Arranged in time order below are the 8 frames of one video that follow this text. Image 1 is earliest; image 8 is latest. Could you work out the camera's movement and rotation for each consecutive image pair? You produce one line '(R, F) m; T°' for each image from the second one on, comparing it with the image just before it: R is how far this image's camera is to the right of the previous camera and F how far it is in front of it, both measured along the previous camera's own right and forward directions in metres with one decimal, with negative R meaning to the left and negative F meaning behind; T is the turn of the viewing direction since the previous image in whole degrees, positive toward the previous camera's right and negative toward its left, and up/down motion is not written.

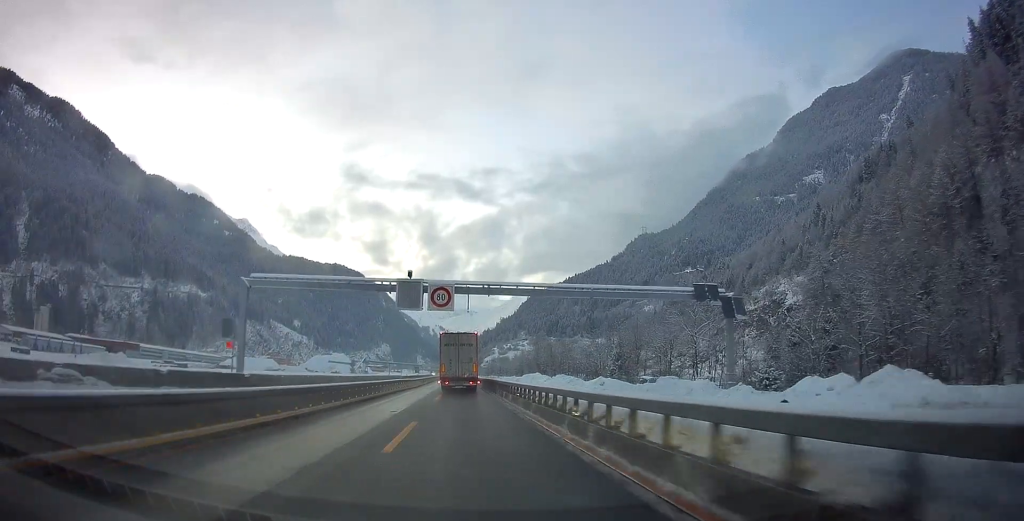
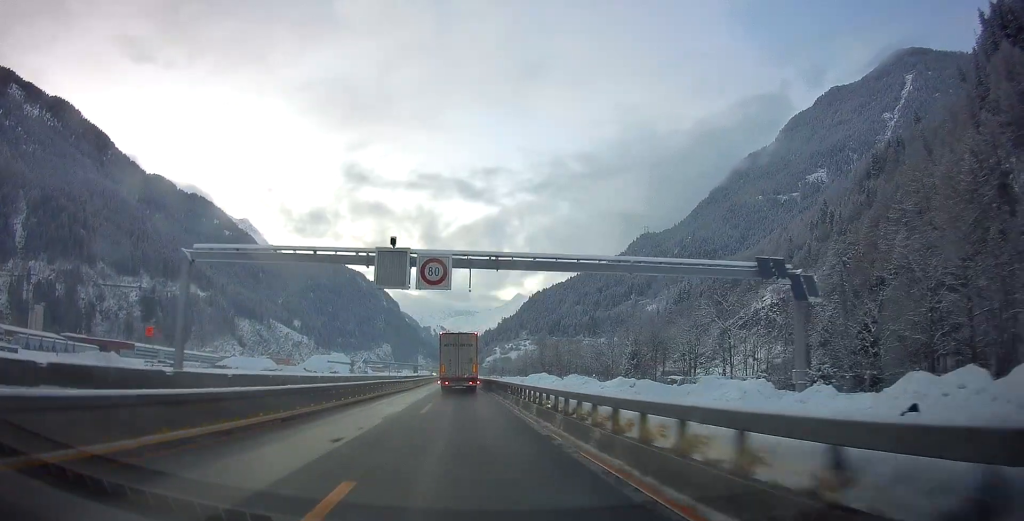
(-0.1, +8.4) m; 0°
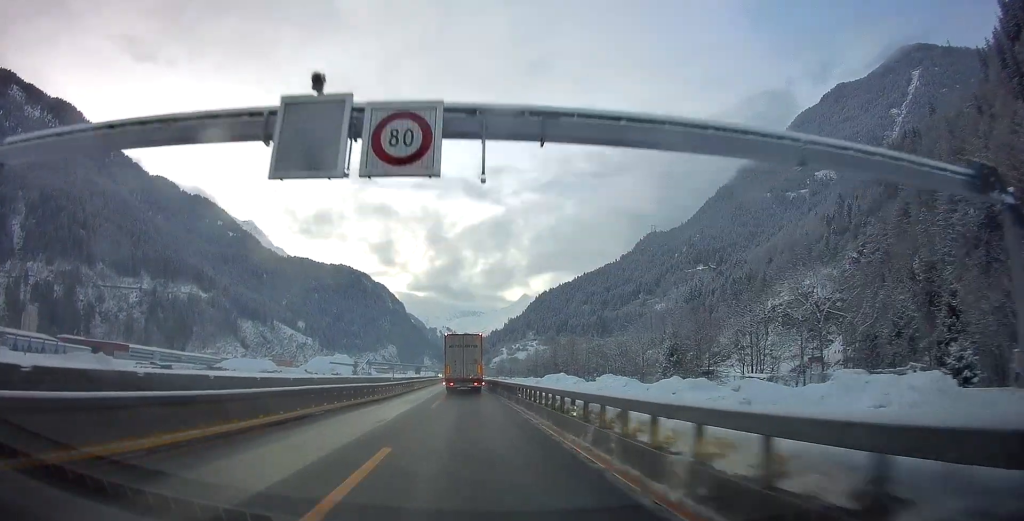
(-0.2, +15.4) m; 0°
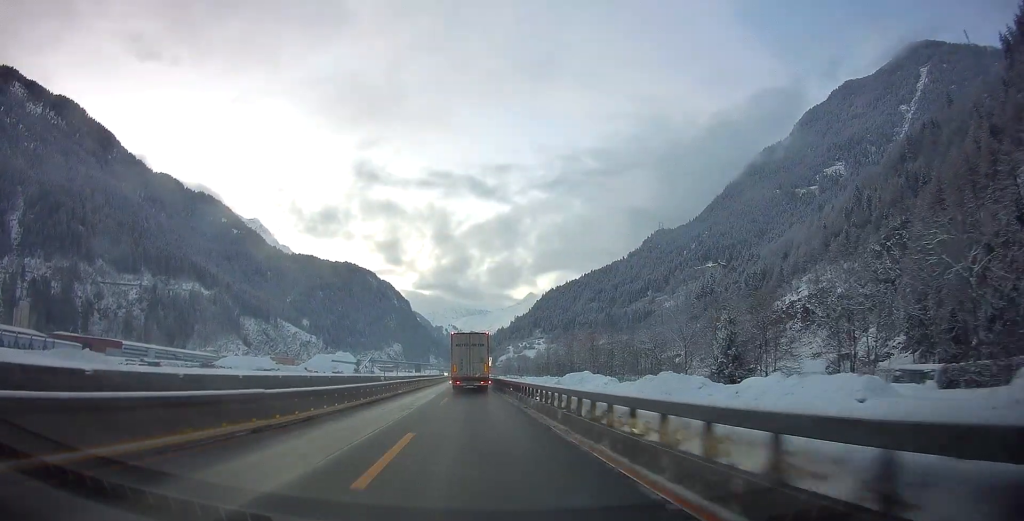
(+0.3, +15.5) m; 0°
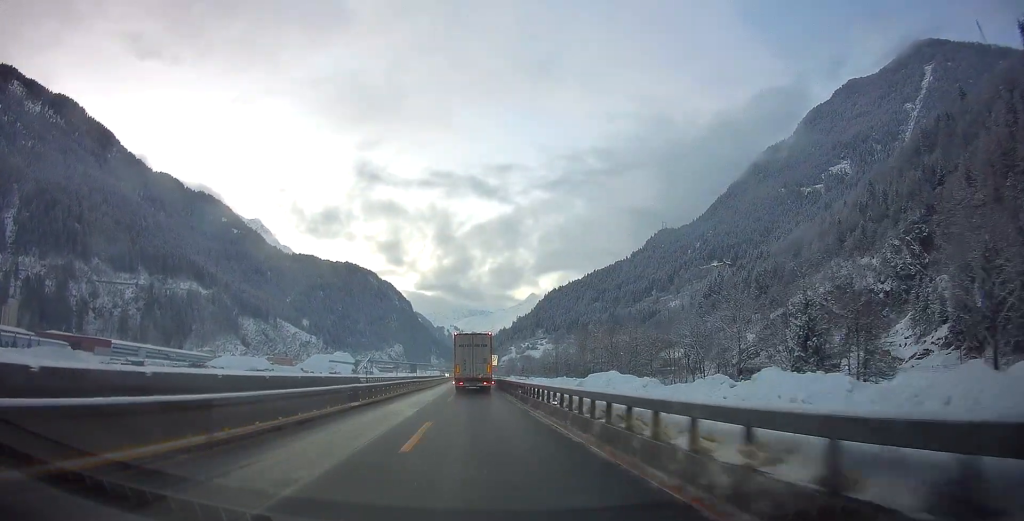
(-0.2, +15.4) m; -1°
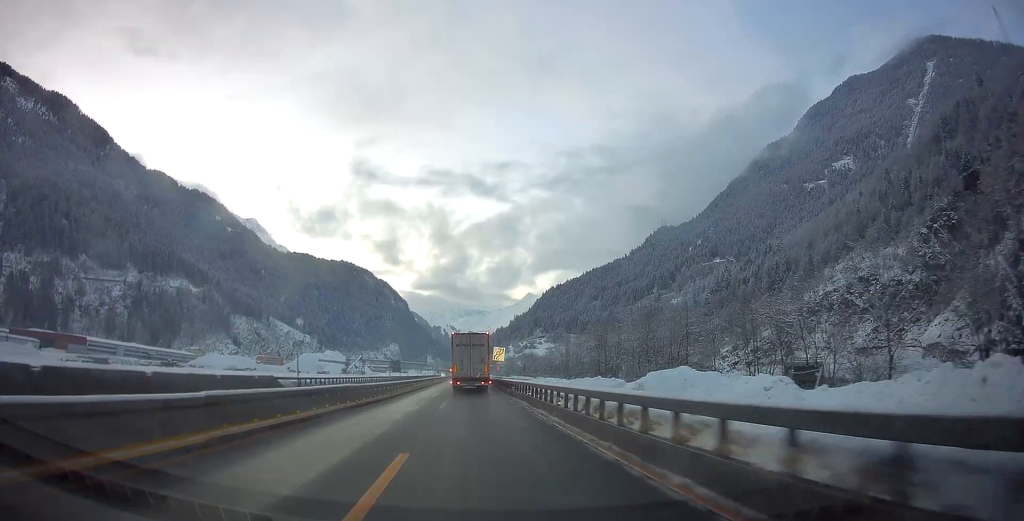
(-0.2, +24.3) m; +1°
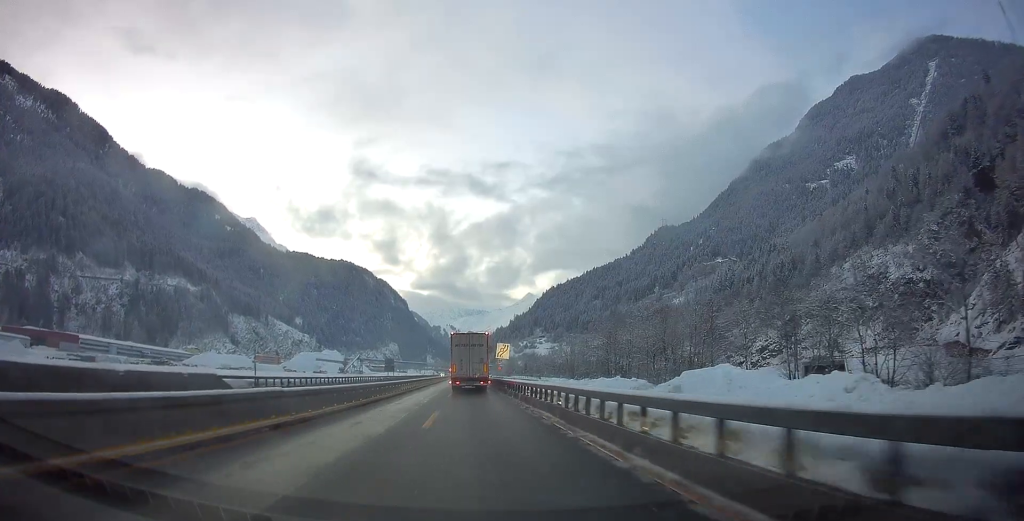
(0.0, +8.3) m; 0°
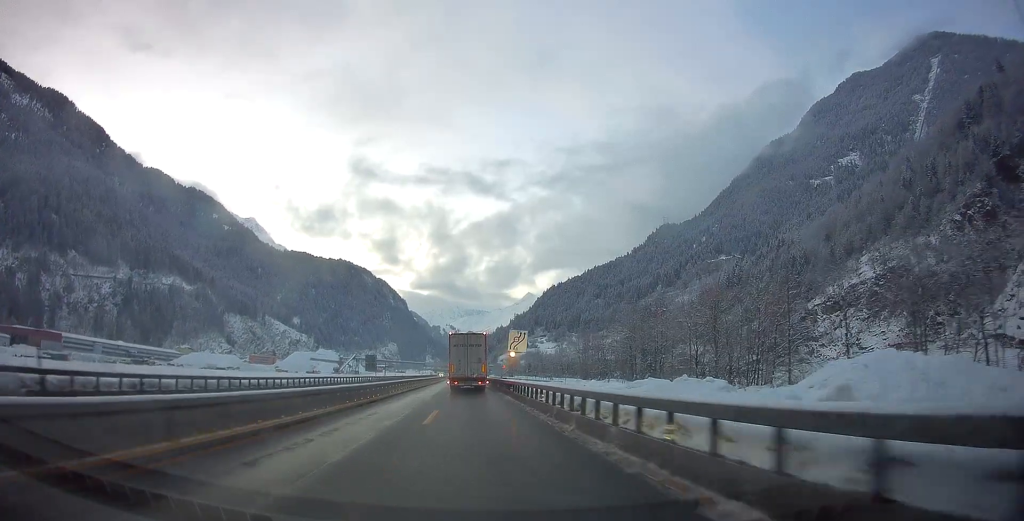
(+0.3, +16.4) m; 0°
